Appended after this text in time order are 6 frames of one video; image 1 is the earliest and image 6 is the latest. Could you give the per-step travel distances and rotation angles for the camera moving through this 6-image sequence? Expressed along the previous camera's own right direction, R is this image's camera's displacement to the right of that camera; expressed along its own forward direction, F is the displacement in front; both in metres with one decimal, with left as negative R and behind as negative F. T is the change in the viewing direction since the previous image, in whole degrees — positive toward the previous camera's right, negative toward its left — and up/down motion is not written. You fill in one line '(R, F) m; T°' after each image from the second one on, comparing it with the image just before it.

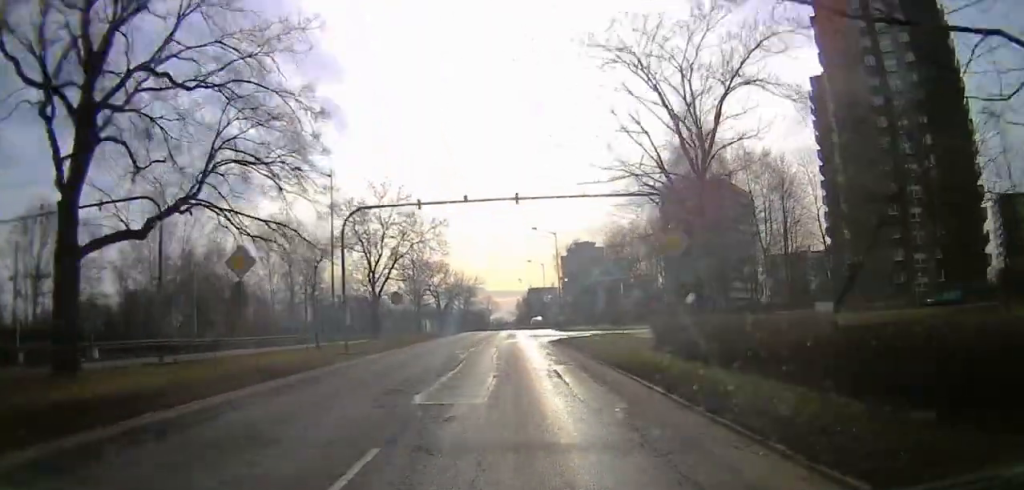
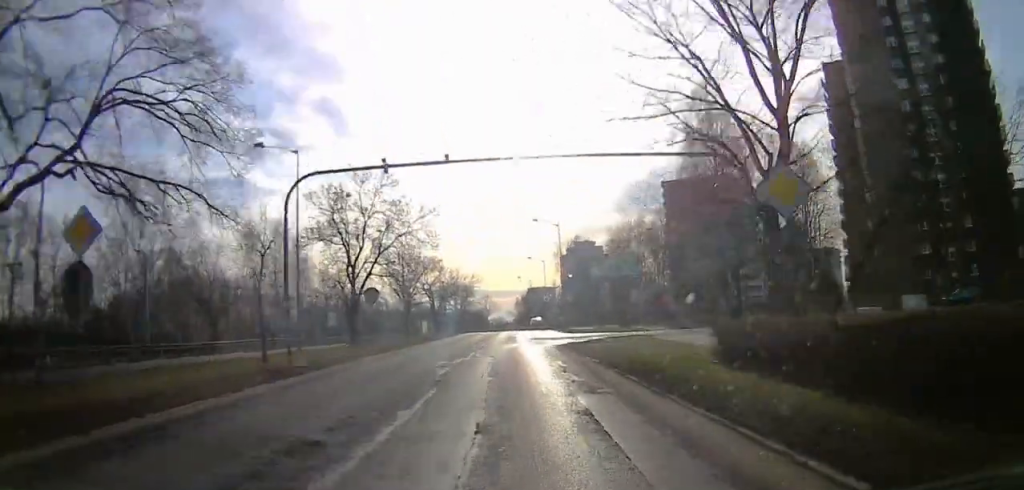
(0.0, +6.8) m; 0°
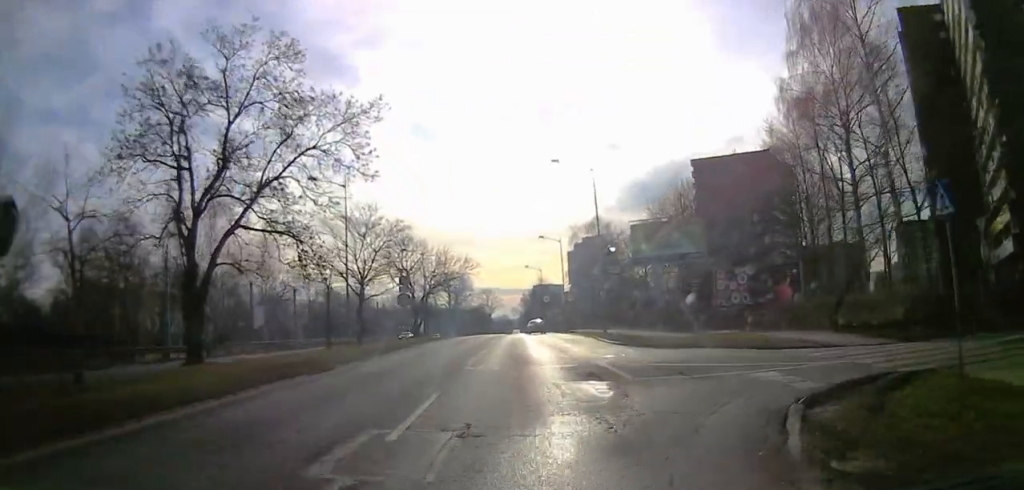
(-0.1, +26.2) m; 0°
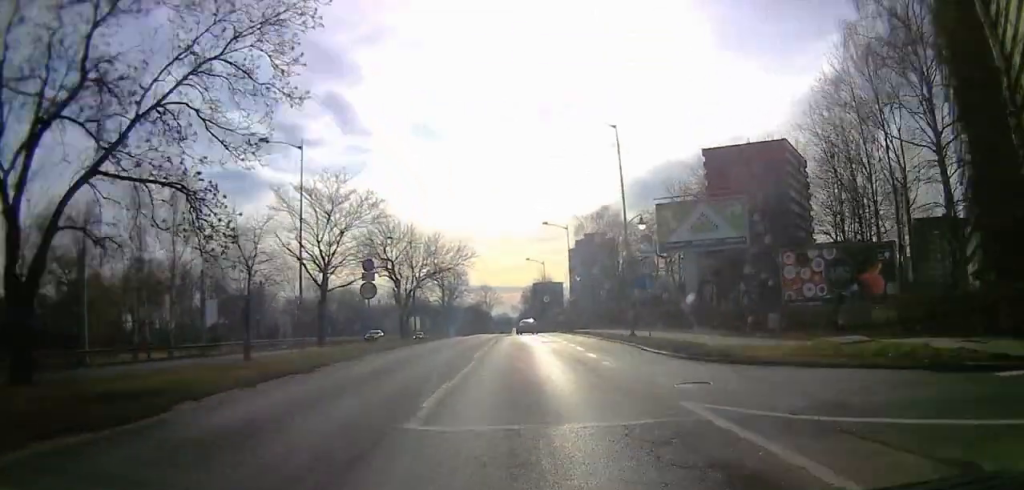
(-0.1, +9.7) m; -2°
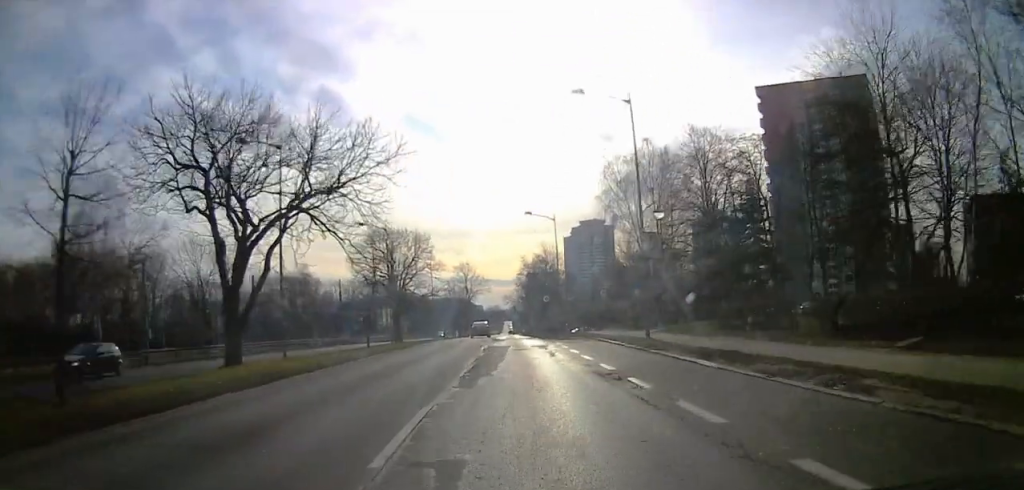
(-2.3, +39.1) m; -8°
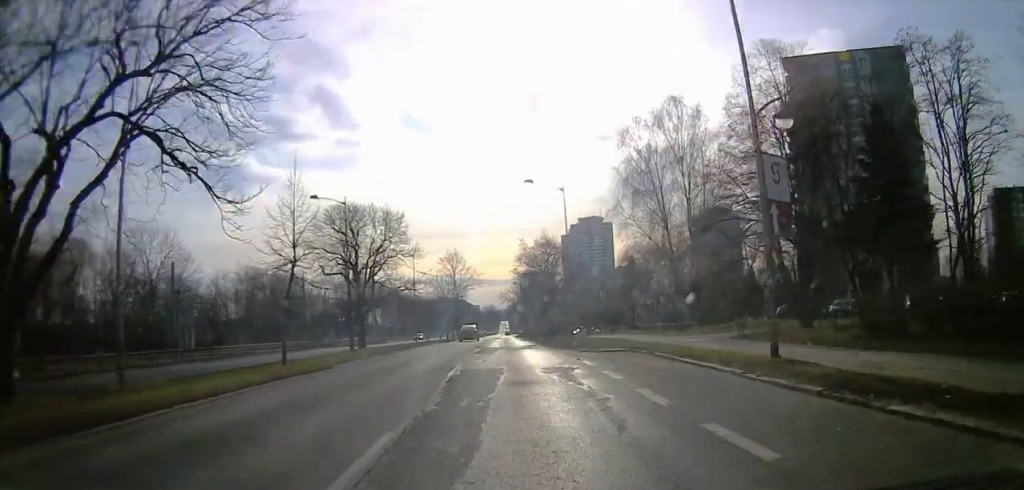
(-0.9, +13.1) m; 0°
